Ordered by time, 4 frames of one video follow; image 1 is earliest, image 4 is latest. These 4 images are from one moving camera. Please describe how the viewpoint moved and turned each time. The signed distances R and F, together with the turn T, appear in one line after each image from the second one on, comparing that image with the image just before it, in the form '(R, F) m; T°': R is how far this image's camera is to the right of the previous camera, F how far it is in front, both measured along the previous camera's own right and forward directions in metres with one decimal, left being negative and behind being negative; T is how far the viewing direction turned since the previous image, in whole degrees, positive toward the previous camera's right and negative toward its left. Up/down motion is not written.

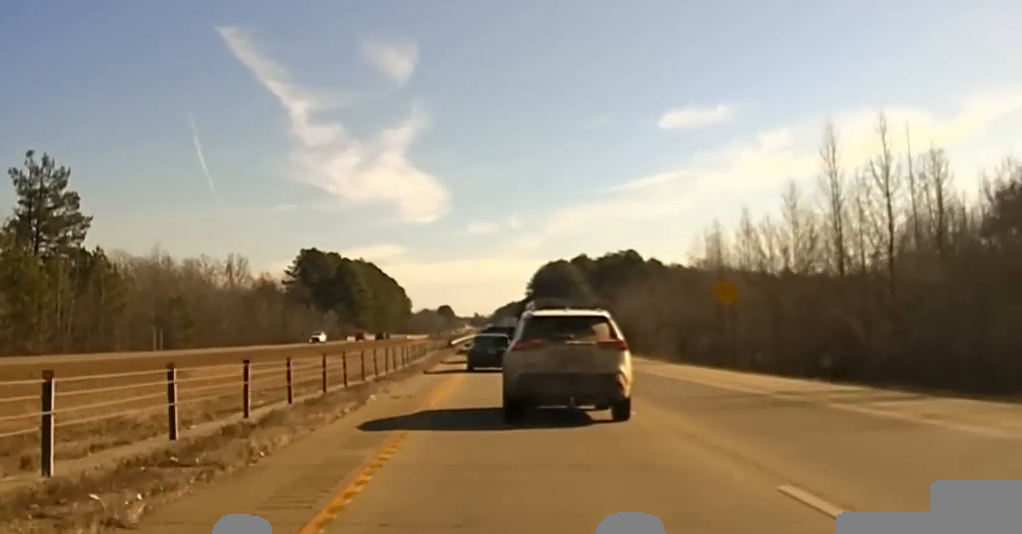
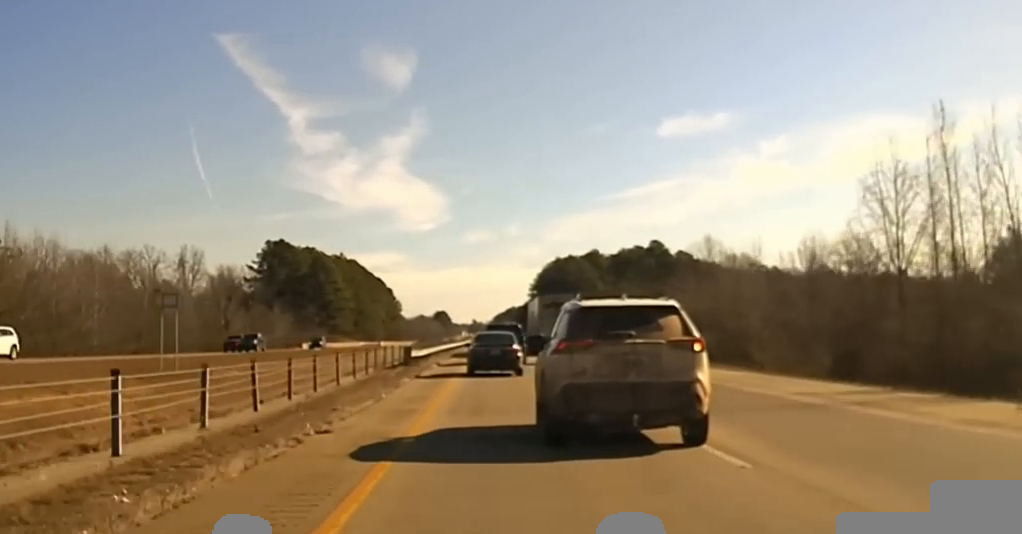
(+0.1, +57.1) m; 0°
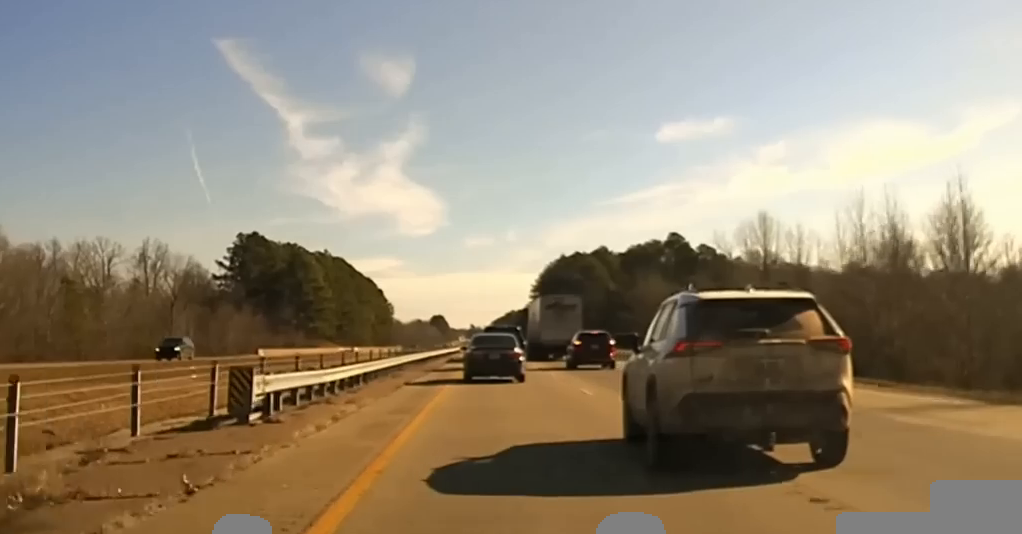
(-0.1, +32.3) m; 0°
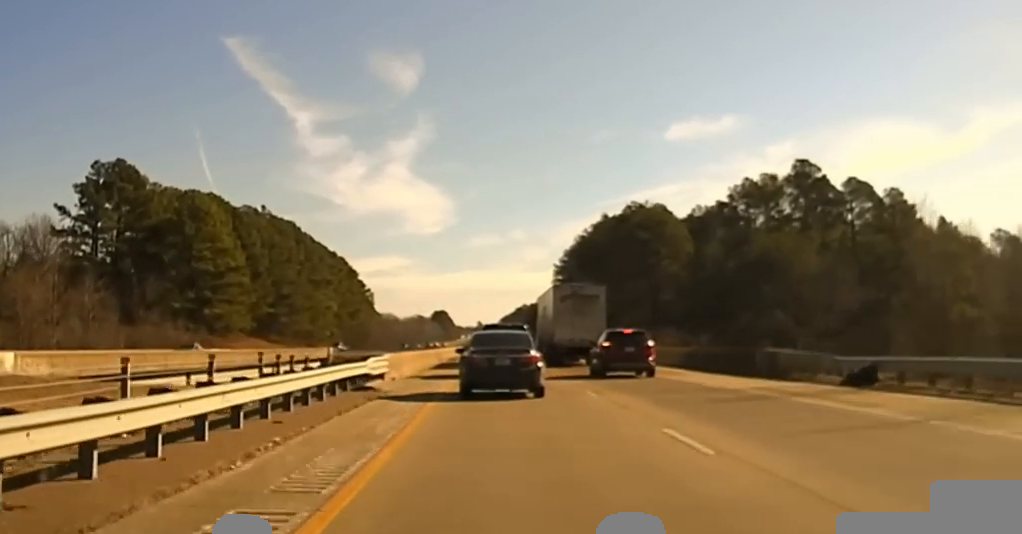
(-0.3, +106.8) m; 0°
